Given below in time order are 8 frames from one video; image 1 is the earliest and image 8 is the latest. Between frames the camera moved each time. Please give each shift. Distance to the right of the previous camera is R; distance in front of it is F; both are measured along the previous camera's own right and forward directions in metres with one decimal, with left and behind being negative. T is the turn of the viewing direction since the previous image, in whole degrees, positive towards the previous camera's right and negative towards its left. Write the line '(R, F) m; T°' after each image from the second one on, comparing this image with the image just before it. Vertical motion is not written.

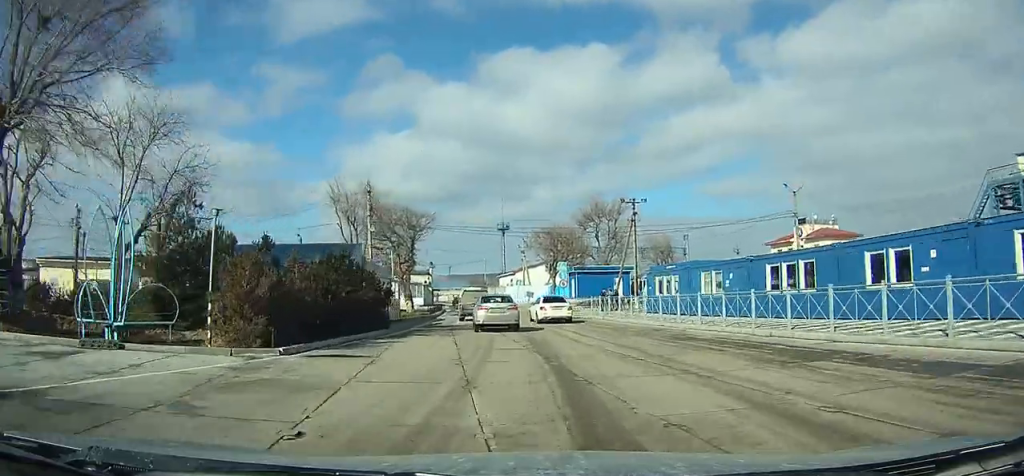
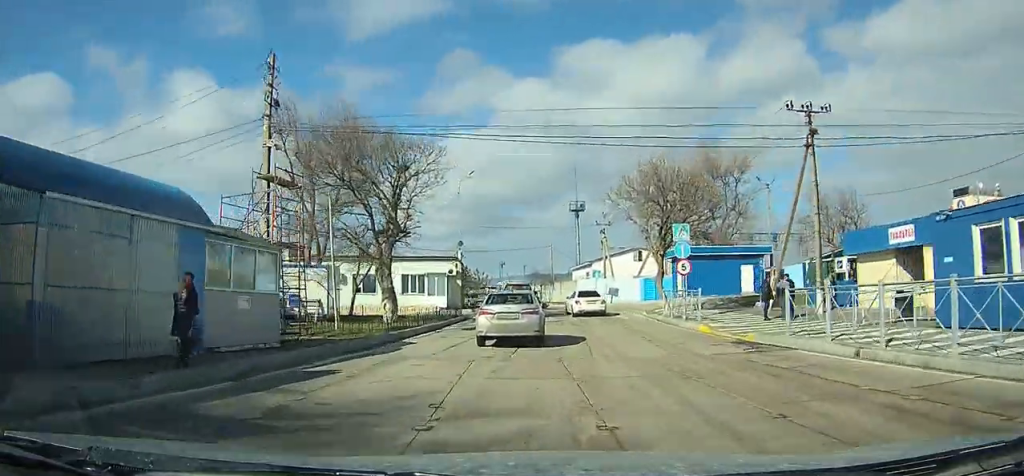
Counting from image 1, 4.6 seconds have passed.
(-2.6, +22.7) m; -7°
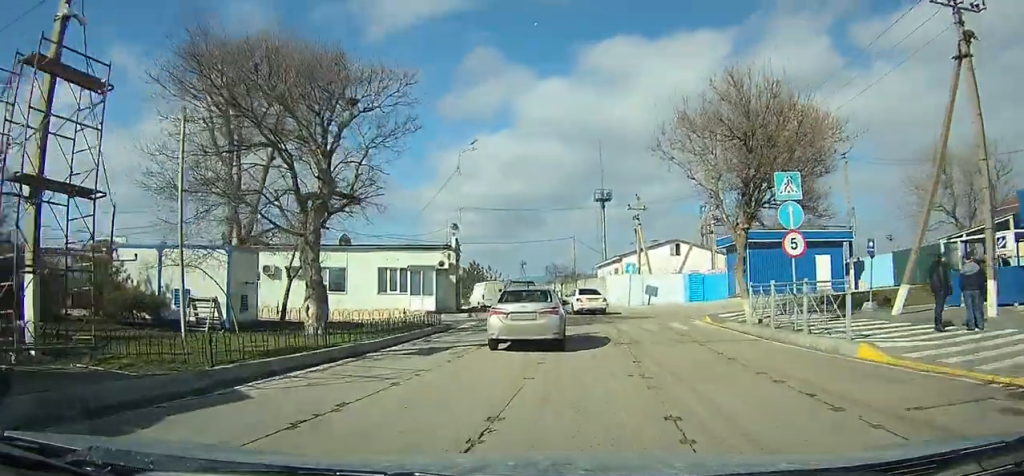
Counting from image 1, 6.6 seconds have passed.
(0.0, +9.7) m; 0°
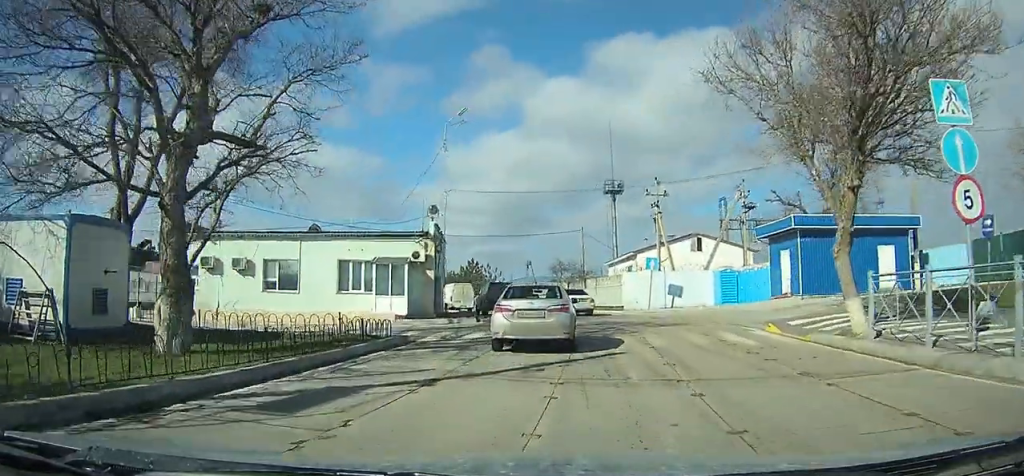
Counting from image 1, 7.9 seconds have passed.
(0.0, +6.3) m; 0°
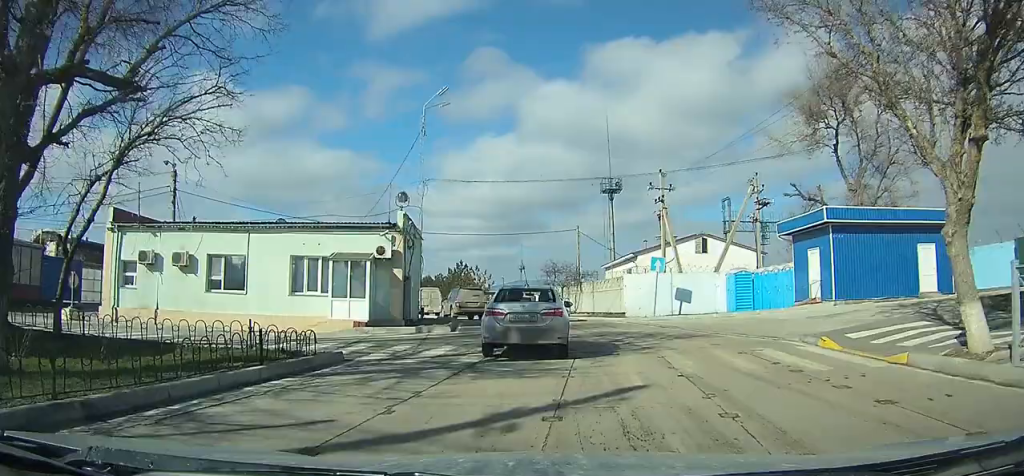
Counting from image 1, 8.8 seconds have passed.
(0.0, +3.9) m; 0°
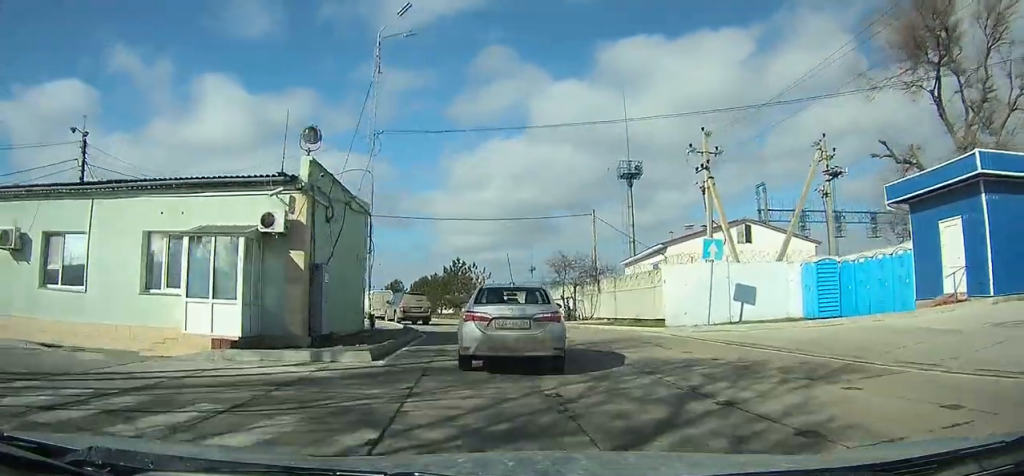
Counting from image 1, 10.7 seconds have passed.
(0.0, +8.3) m; -3°
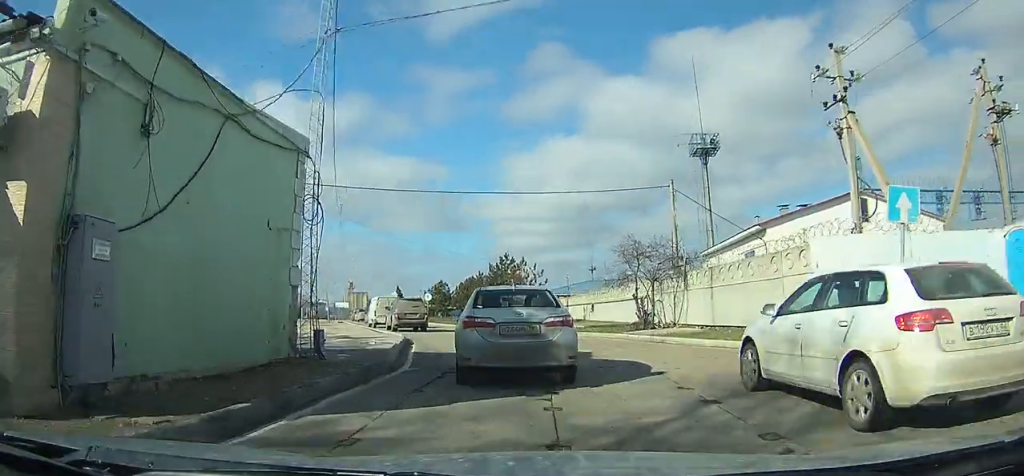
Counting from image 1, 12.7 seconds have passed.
(-0.5, +8.5) m; -10°
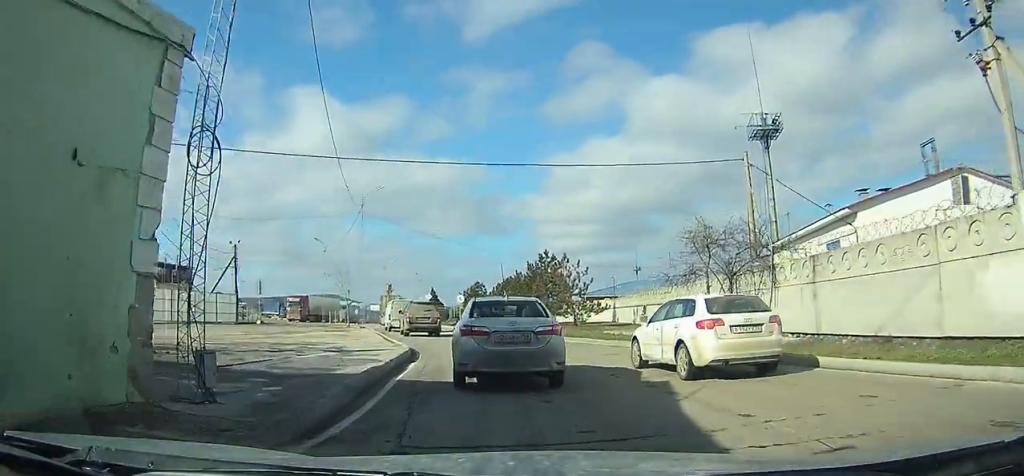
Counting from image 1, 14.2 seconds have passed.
(-0.6, +5.8) m; -7°
